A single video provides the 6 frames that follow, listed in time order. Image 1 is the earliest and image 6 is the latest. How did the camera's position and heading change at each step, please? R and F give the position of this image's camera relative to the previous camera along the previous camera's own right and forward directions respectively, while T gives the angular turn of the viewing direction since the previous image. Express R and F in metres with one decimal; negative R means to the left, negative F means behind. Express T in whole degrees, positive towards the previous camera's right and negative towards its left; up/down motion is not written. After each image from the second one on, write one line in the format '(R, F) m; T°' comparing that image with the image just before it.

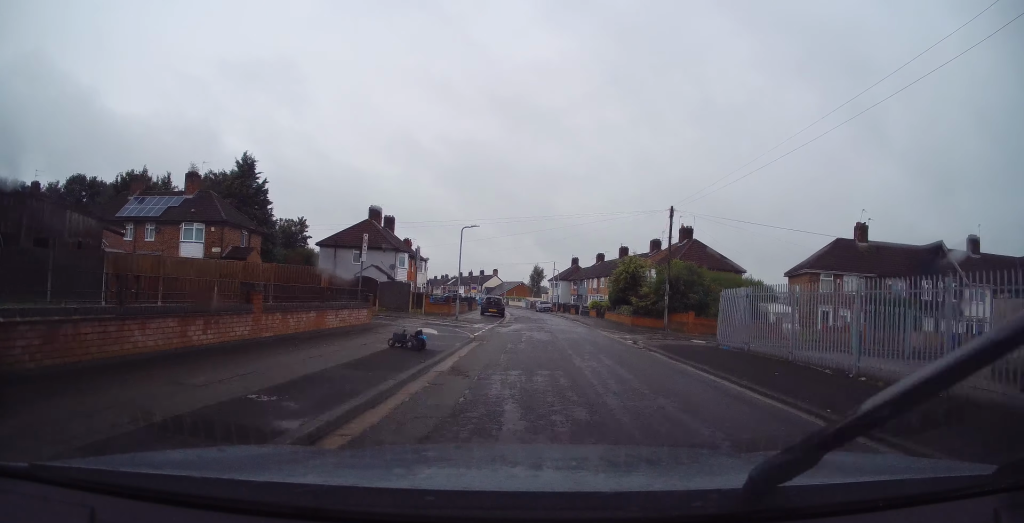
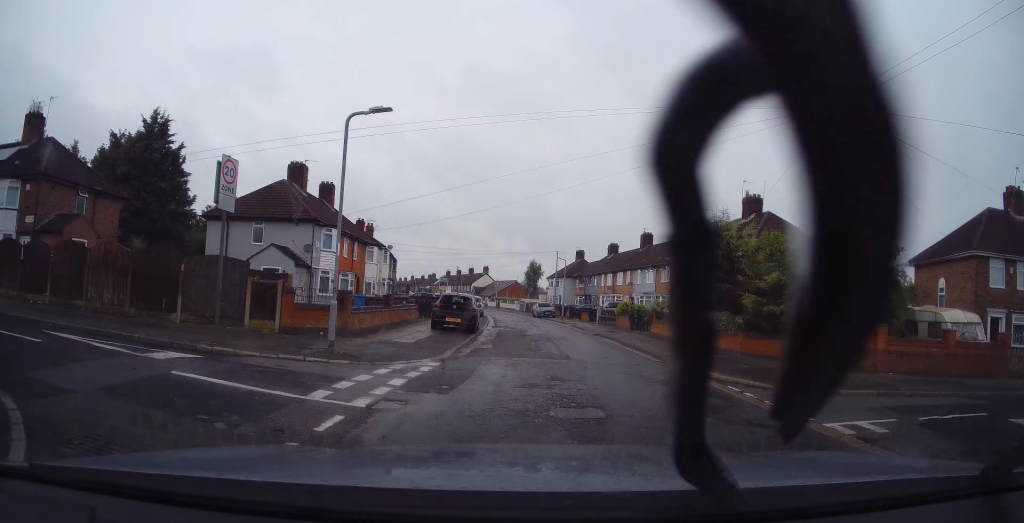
(+0.3, +18.6) m; -1°
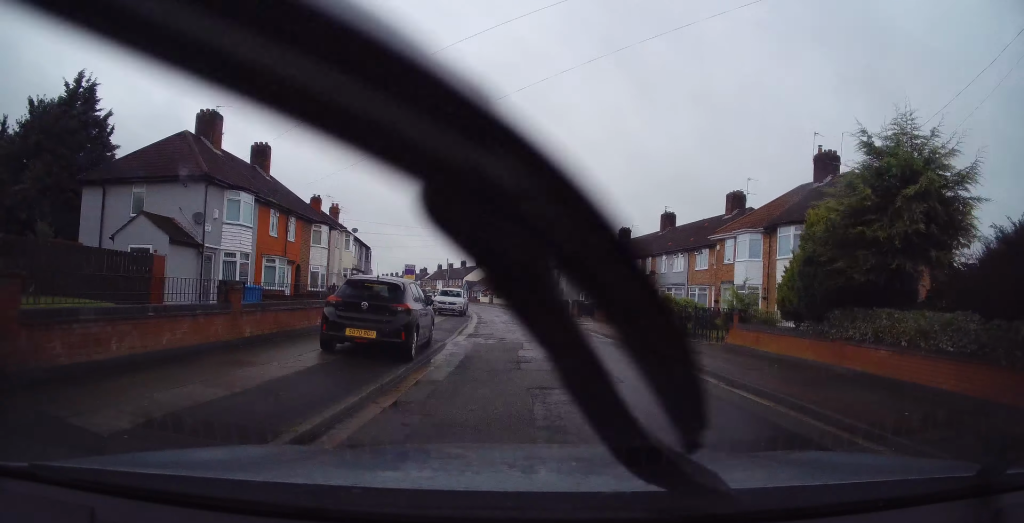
(-0.3, +10.7) m; -1°
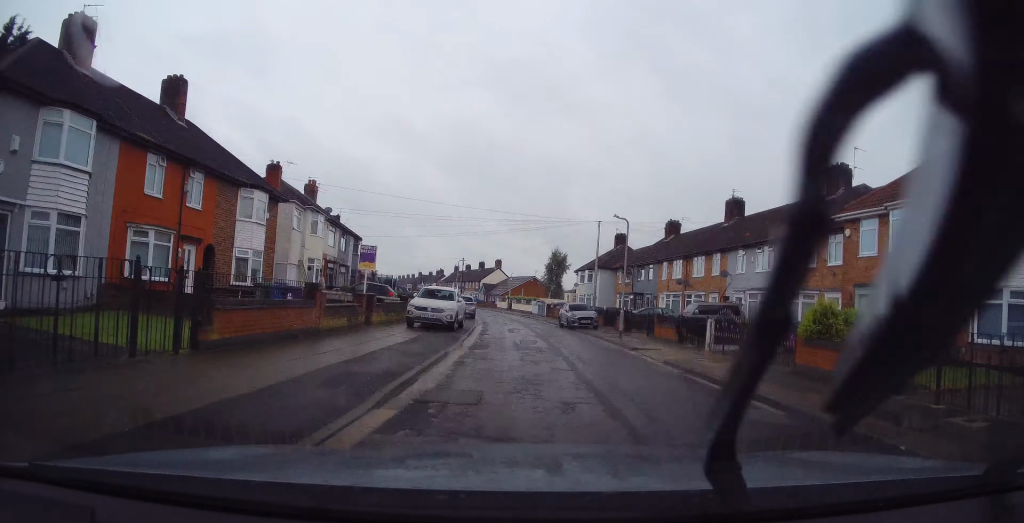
(+0.1, +11.2) m; +2°
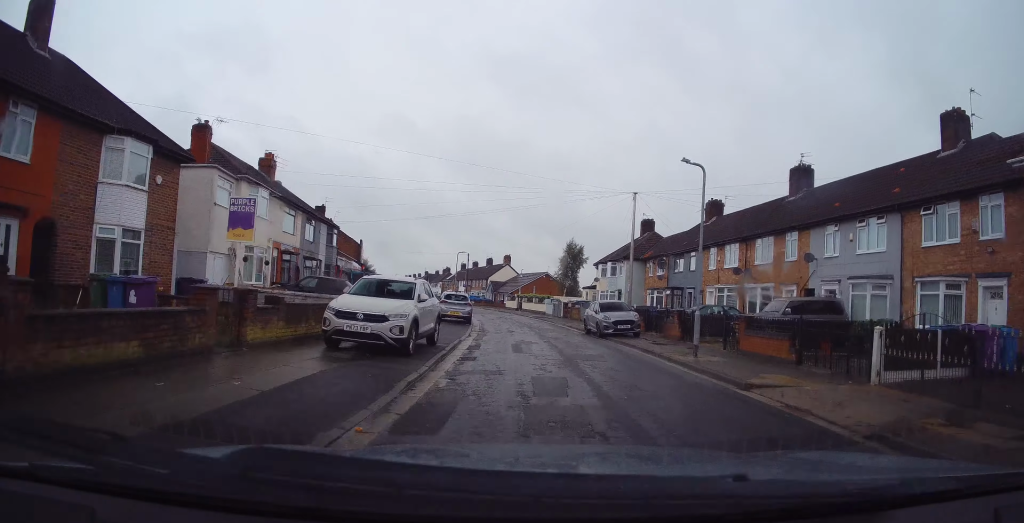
(+0.2, +9.1) m; -1°
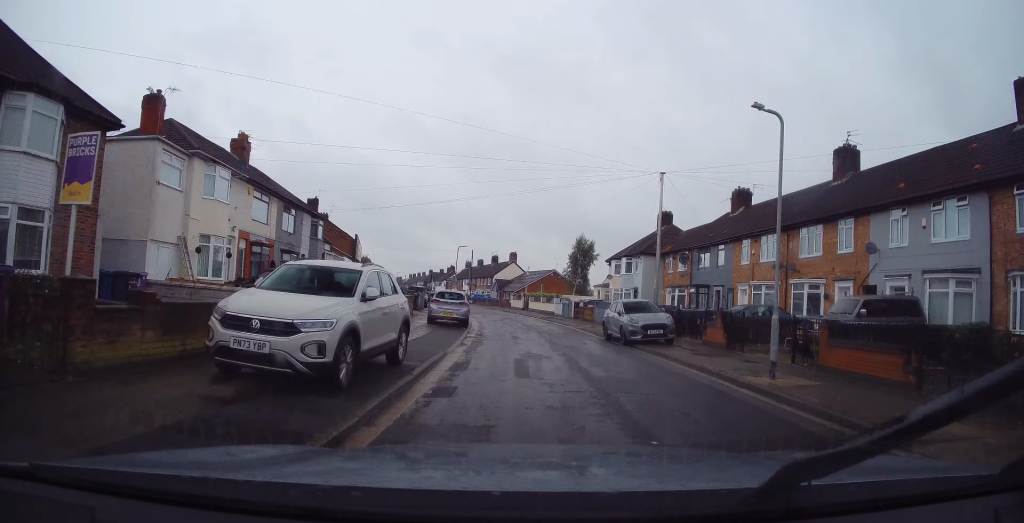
(-0.1, +4.4) m; -2°
